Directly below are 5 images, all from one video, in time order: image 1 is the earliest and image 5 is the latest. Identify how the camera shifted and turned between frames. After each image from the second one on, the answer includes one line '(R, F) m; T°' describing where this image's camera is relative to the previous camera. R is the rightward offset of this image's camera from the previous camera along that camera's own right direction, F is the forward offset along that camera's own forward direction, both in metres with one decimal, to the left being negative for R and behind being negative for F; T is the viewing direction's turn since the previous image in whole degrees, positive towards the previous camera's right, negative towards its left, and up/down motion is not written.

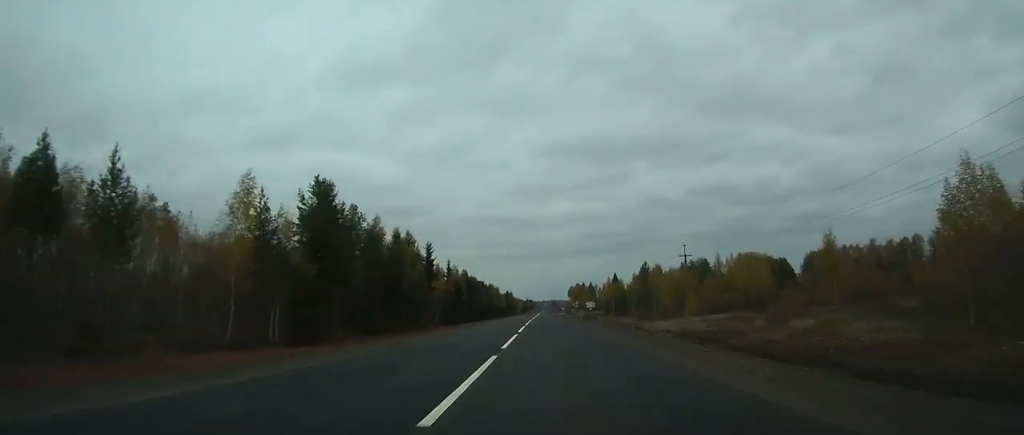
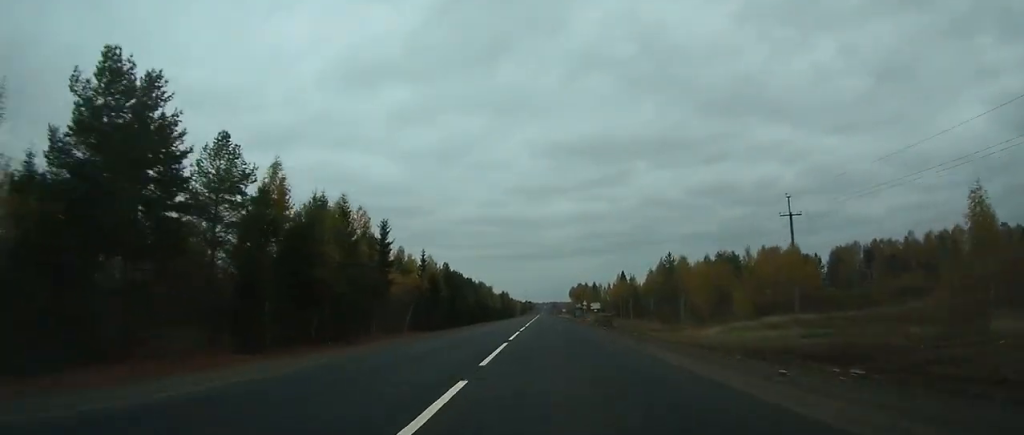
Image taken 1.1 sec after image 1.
(0.0, +28.0) m; 0°
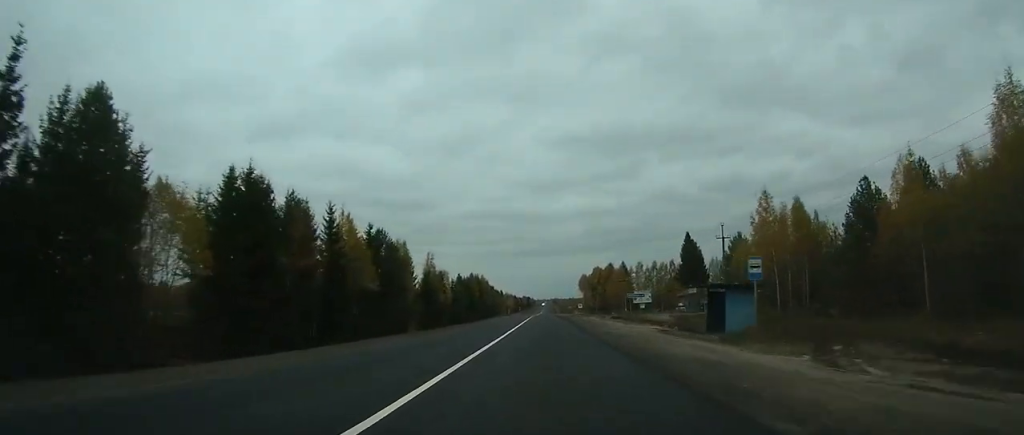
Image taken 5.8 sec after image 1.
(-0.5, +118.1) m; -1°
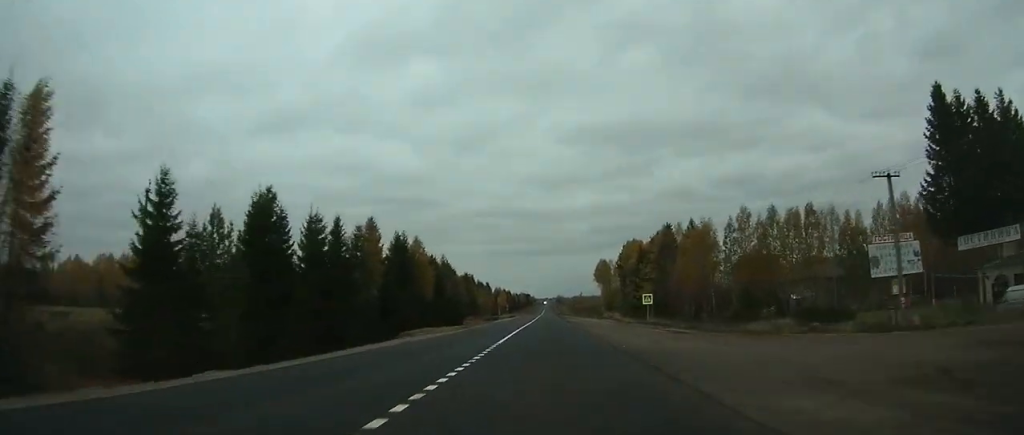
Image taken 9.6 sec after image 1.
(-0.1, +97.5) m; 0°
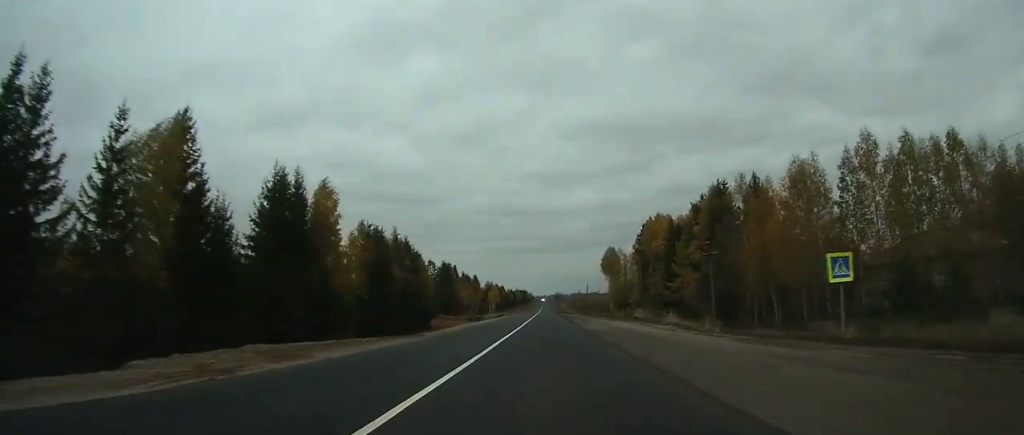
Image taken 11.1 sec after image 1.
(+0.1, +35.6) m; 0°
